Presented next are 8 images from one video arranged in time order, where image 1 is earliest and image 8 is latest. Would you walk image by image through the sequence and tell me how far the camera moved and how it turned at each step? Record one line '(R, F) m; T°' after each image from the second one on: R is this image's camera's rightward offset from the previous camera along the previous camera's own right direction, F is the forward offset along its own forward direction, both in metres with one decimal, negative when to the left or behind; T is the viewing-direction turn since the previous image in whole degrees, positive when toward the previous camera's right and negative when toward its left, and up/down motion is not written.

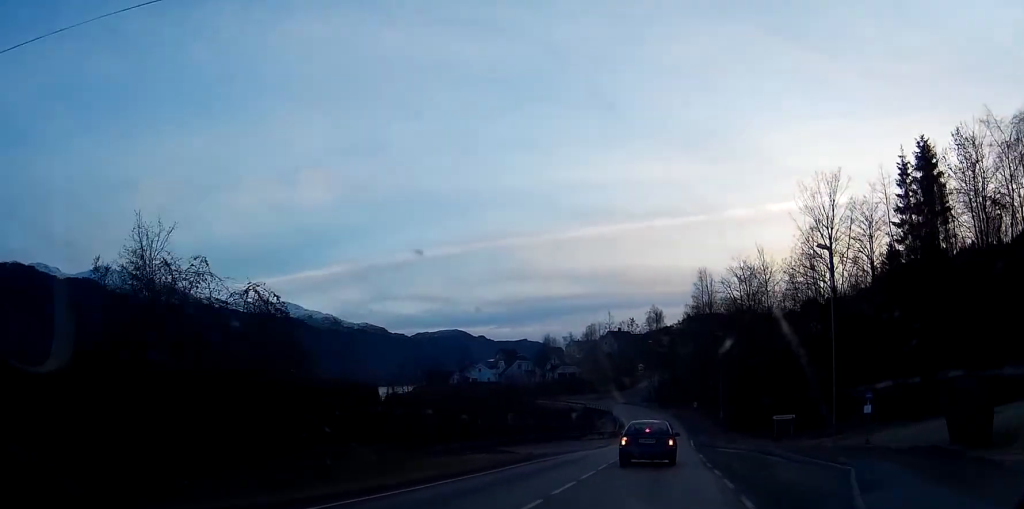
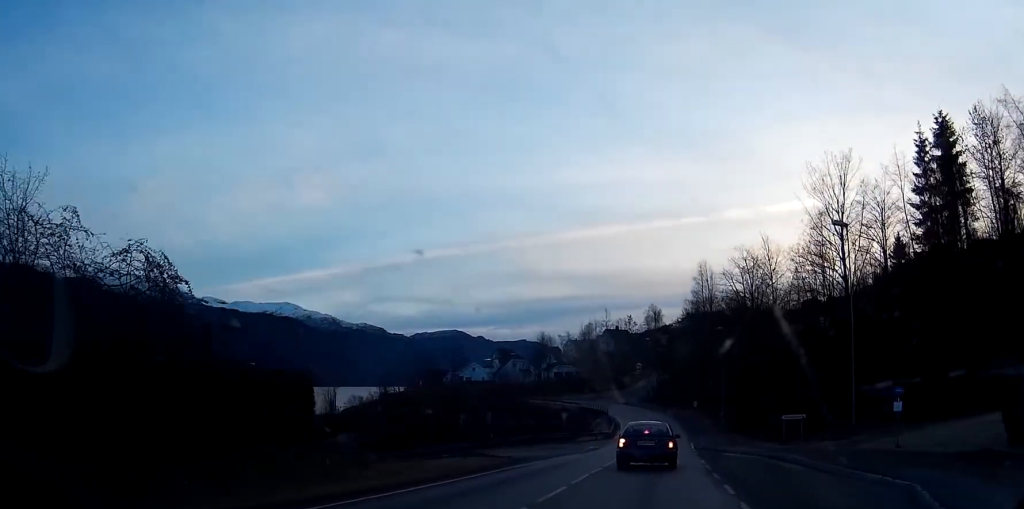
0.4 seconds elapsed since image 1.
(0.0, +5.3) m; 0°
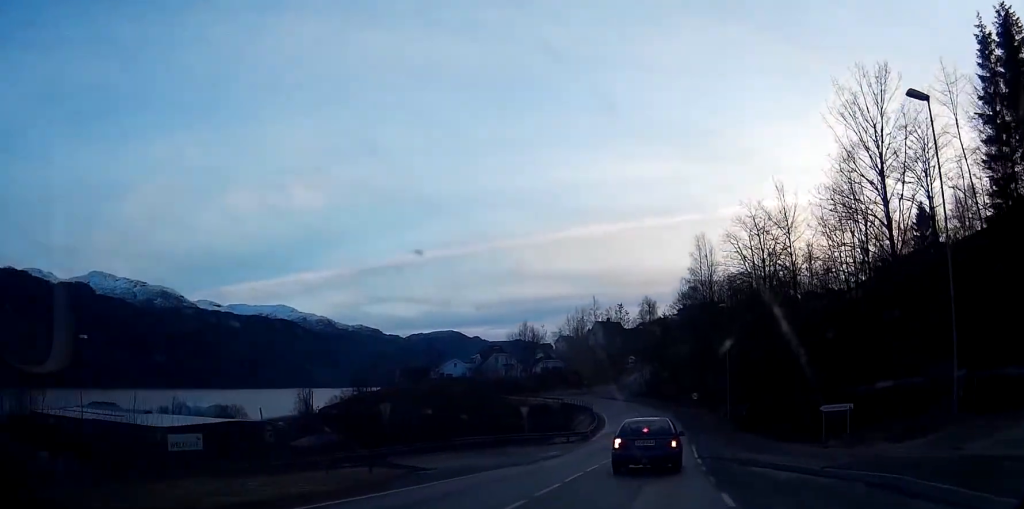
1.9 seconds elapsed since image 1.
(+0.1, +15.8) m; +1°
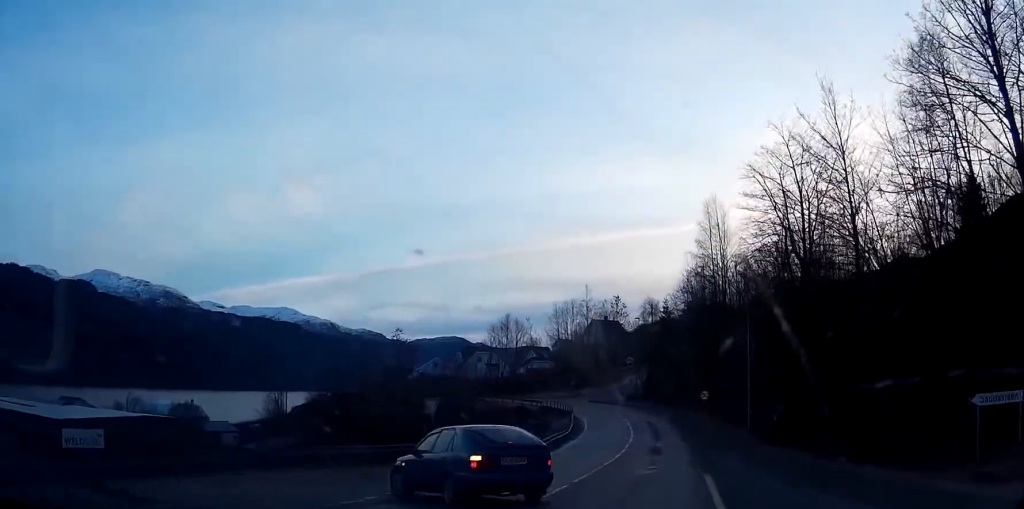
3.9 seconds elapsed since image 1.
(-0.1, +19.4) m; -1°
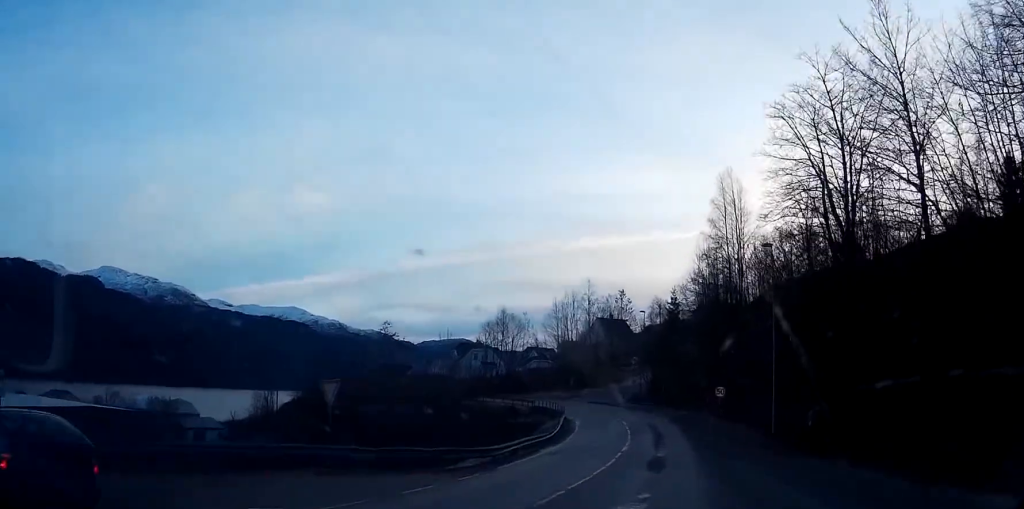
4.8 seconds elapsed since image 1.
(0.0, +9.2) m; -1°
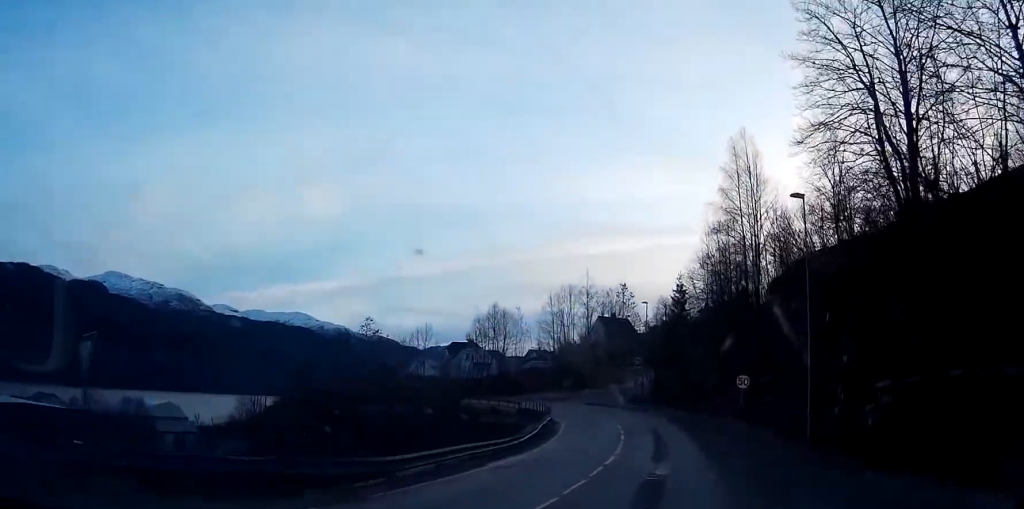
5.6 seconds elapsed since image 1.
(-0.1, +9.9) m; -1°
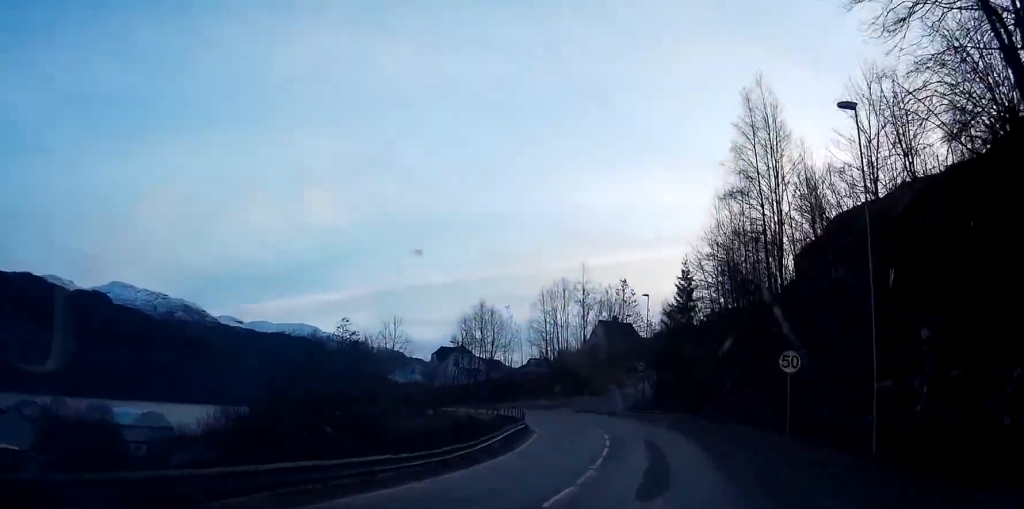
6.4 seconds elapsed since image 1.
(-0.1, +10.6) m; -1°
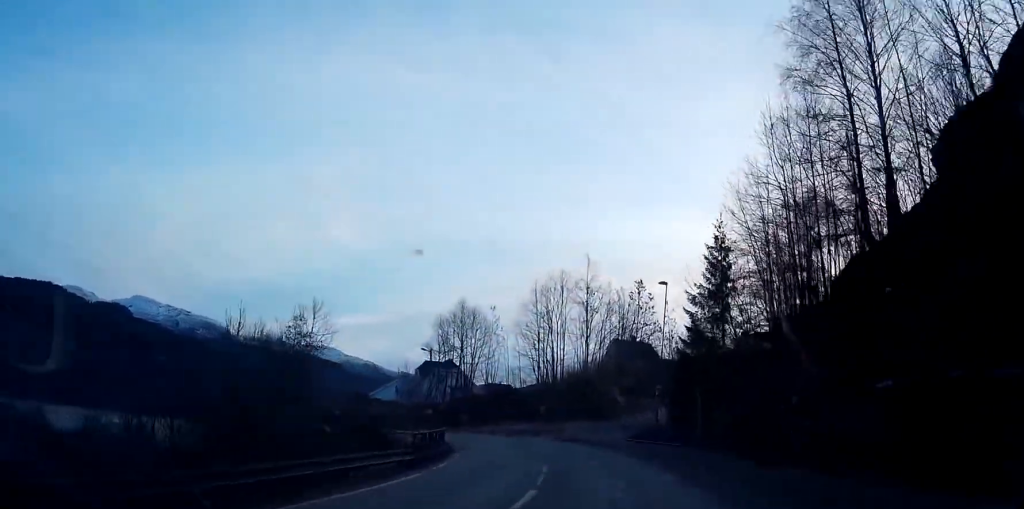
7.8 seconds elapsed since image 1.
(-0.3, +21.4) m; -2°
